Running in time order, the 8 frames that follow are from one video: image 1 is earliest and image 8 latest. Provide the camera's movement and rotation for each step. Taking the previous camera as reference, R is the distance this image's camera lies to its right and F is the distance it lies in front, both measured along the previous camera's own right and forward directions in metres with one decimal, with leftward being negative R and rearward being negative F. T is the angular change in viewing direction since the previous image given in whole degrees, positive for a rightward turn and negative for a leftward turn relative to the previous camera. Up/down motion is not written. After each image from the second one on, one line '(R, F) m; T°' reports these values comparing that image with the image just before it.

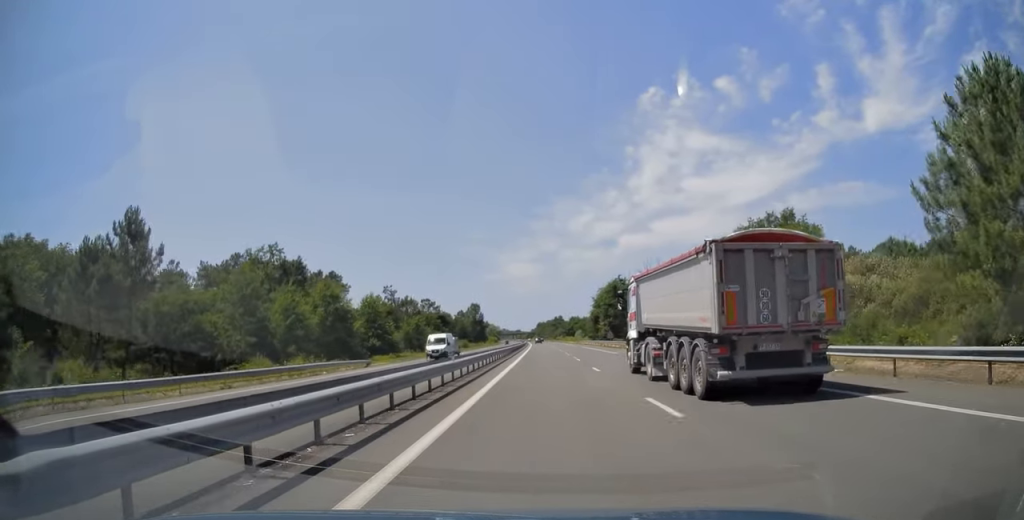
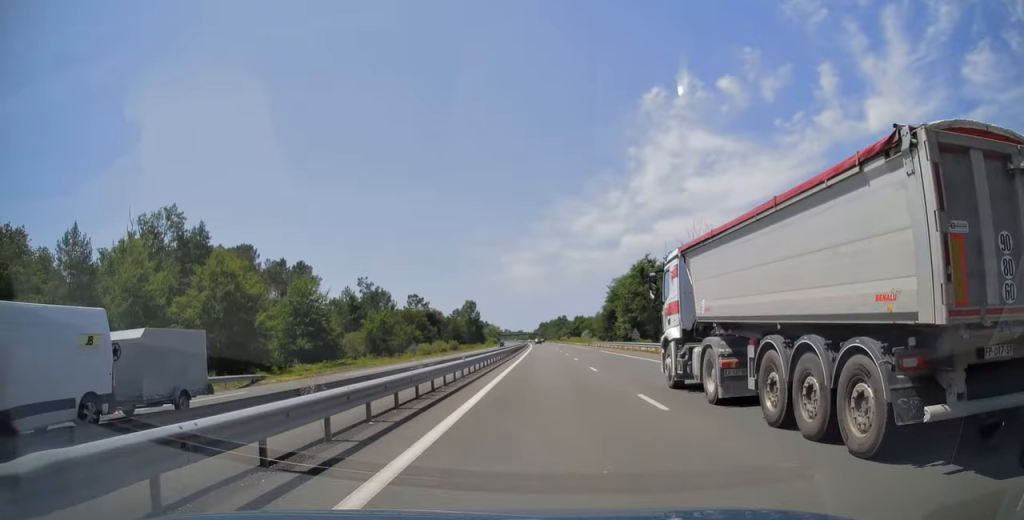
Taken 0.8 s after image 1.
(-0.1, +25.7) m; 0°
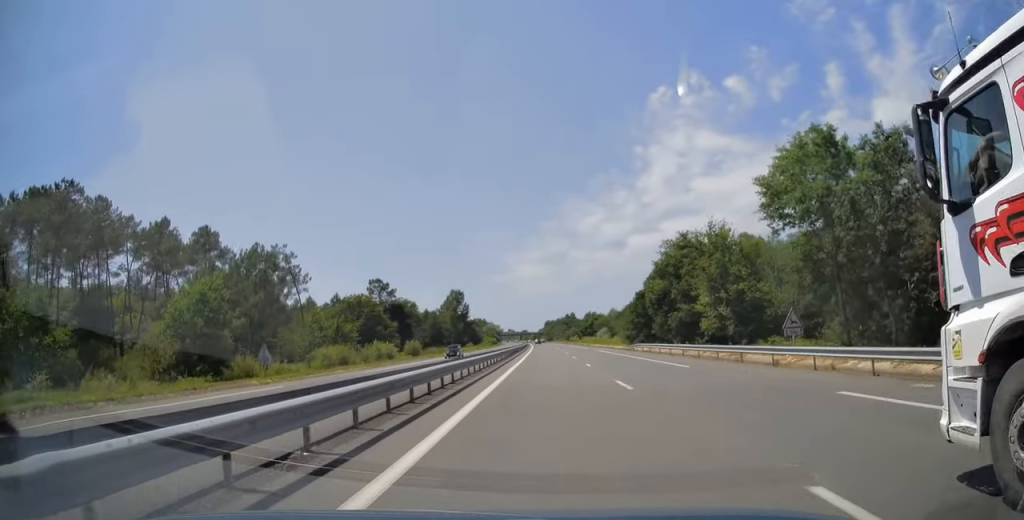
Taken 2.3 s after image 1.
(+0.1, +48.8) m; 0°
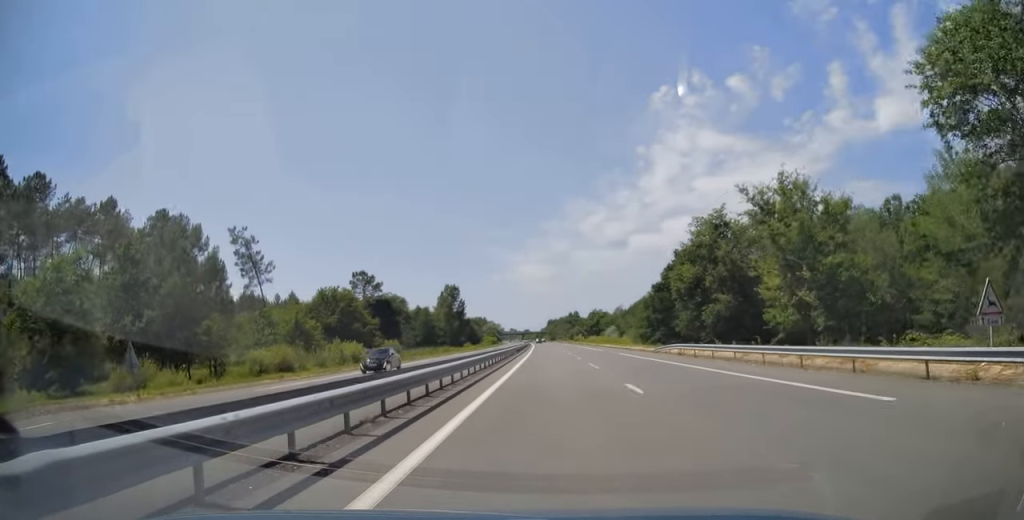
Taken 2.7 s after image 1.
(-0.1, +14.6) m; 0°
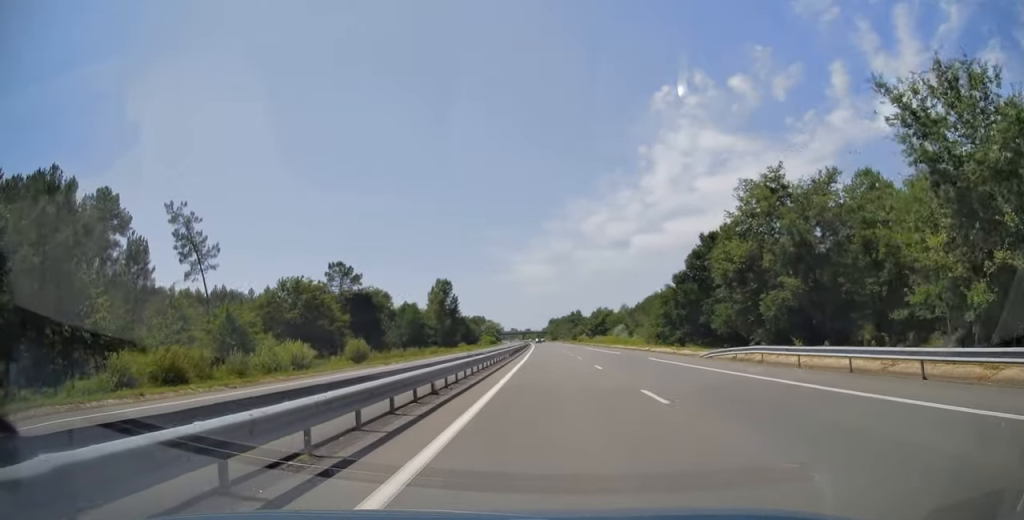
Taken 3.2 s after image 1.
(-0.2, +15.6) m; 0°
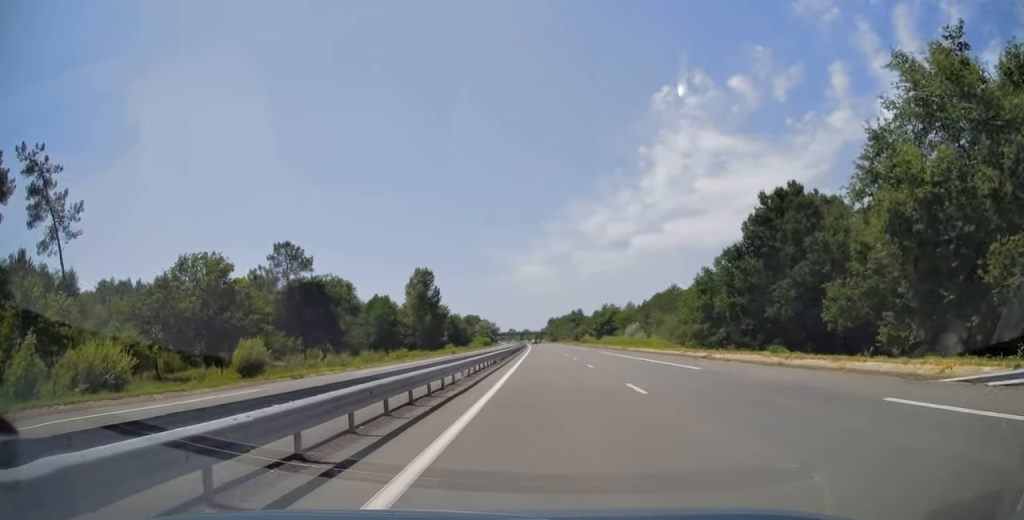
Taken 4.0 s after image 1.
(-0.1, +24.2) m; 0°
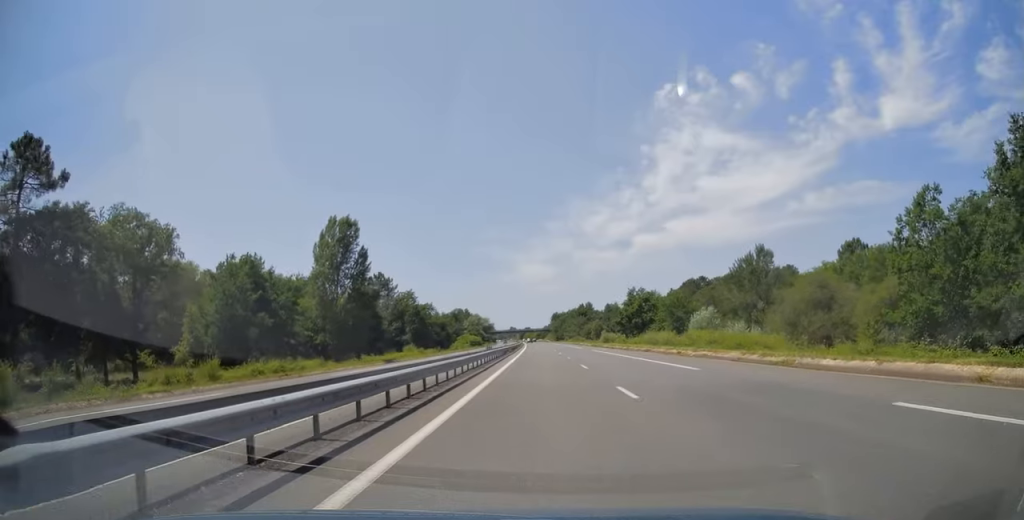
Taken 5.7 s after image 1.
(+0.4, +54.3) m; 0°
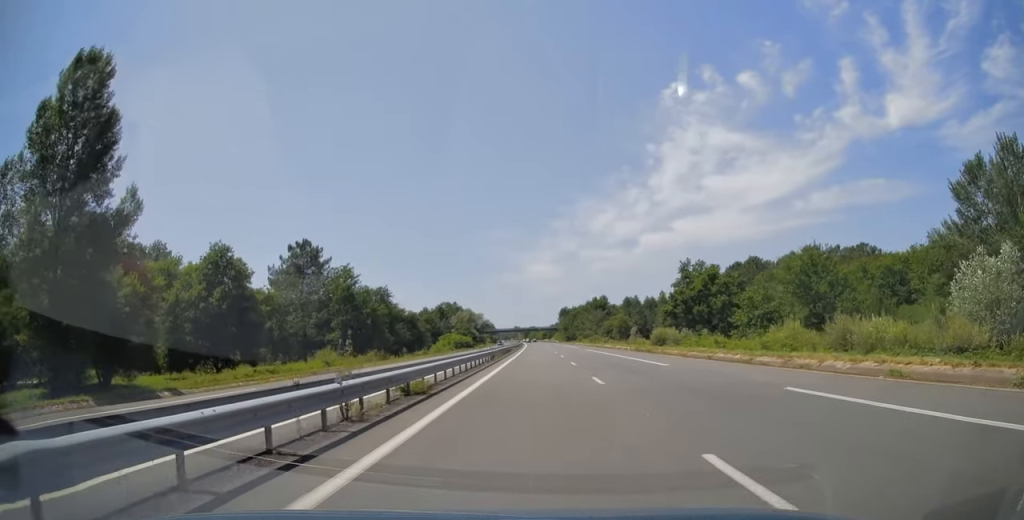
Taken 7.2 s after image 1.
(-0.5, +48.8) m; -1°
